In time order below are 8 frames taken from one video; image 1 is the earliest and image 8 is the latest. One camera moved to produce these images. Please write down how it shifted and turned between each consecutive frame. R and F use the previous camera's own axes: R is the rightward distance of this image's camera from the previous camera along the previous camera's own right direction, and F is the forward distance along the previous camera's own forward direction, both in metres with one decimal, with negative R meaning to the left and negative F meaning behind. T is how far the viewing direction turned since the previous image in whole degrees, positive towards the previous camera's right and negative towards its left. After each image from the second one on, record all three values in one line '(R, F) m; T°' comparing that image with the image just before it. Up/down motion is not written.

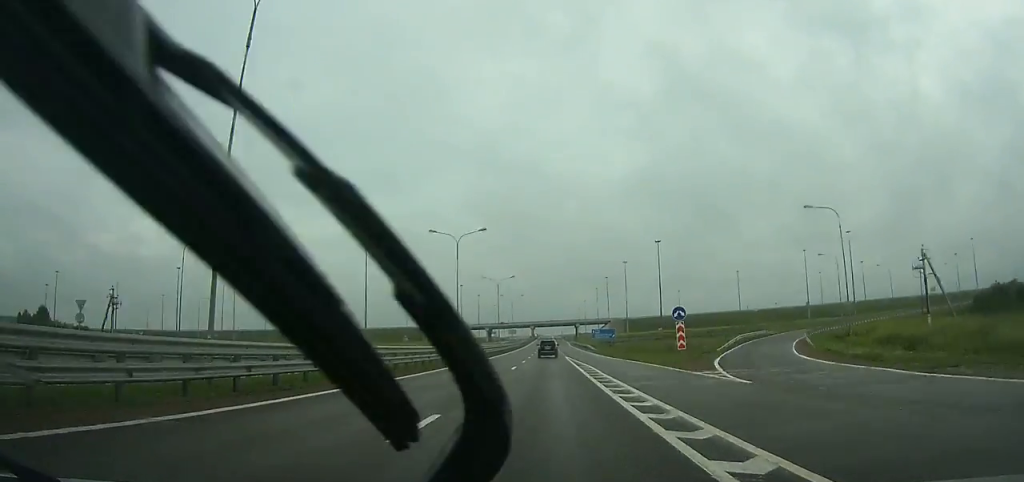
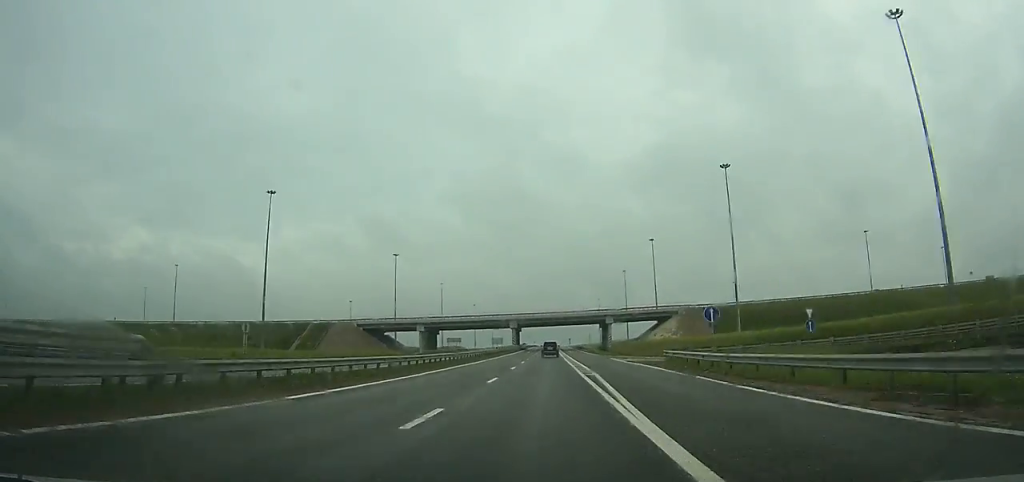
(-0.7, +141.7) m; 0°
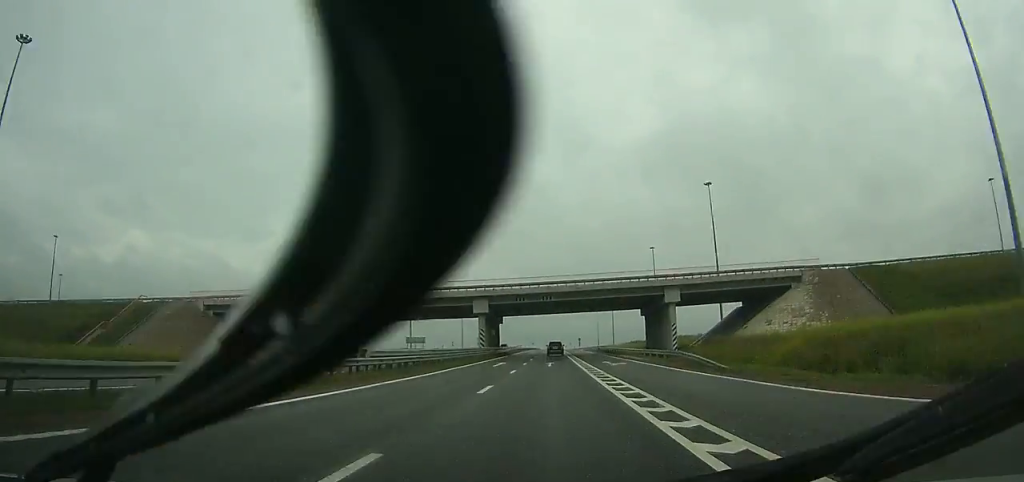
(0.0, +65.5) m; 0°
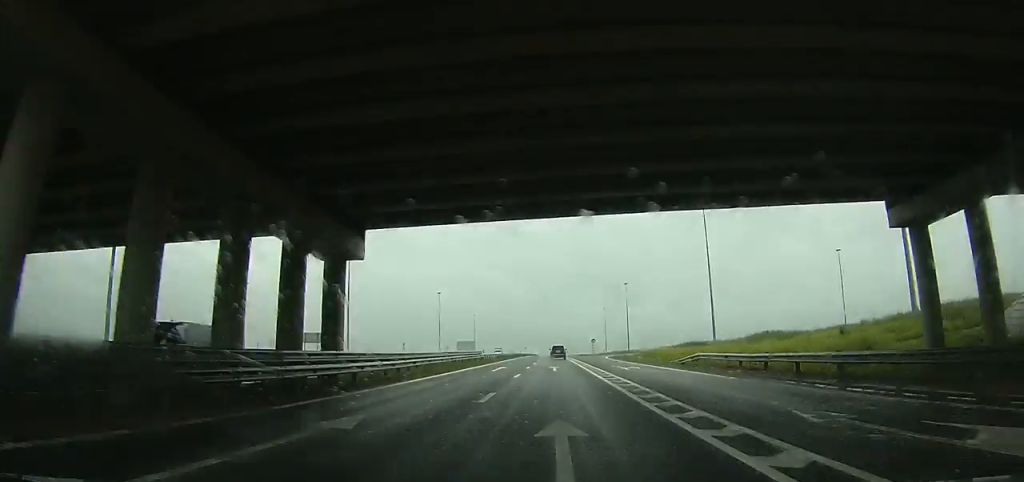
(-0.1, +61.9) m; 0°
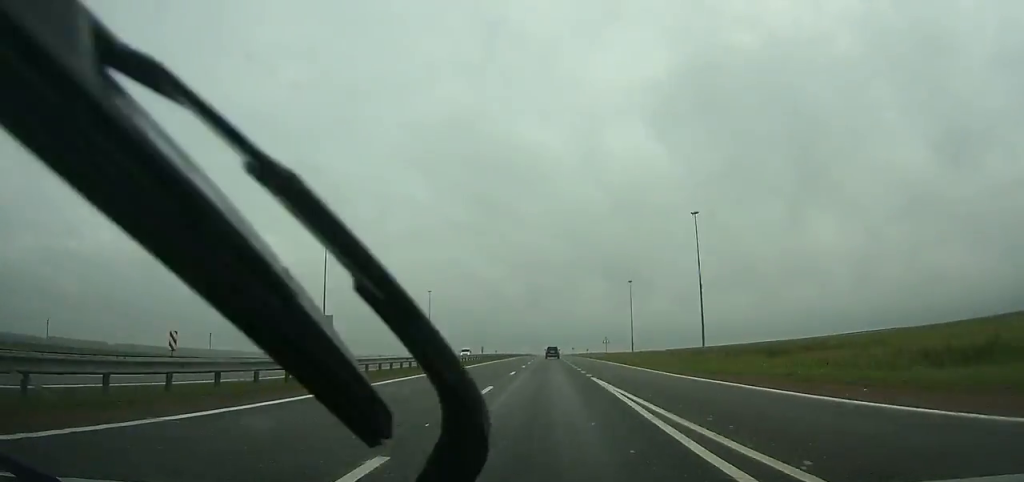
(+0.4, +129.3) m; 0°
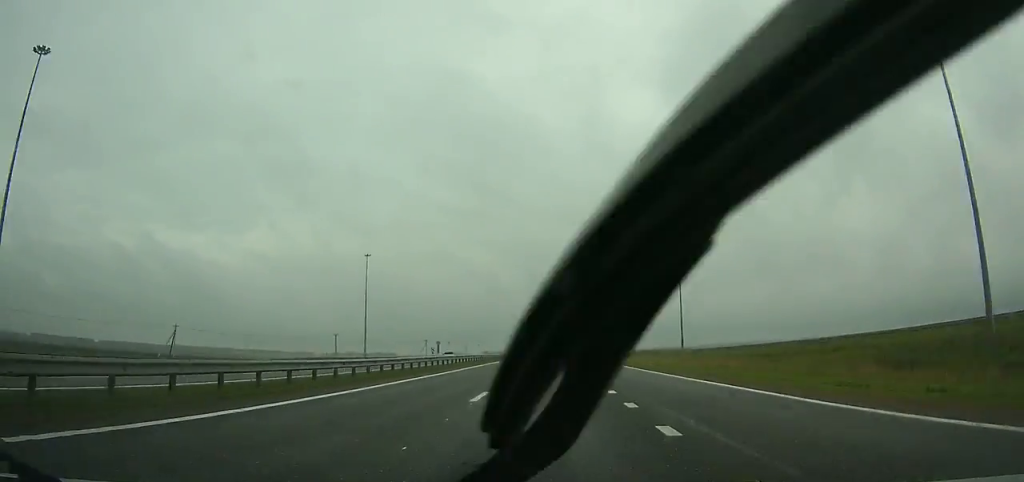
(-0.1, +86.7) m; 0°
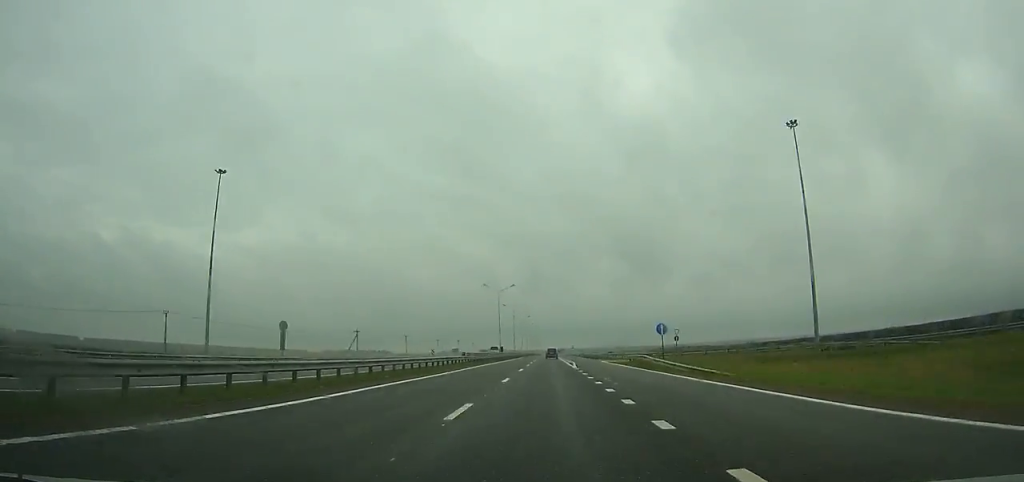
(-0.1, +73.7) m; 0°
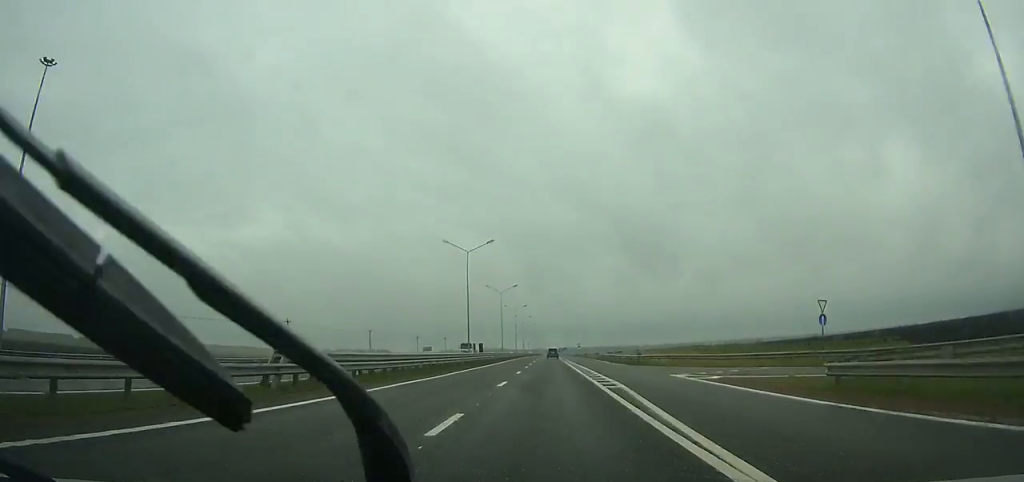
(0.0, +38.5) m; 0°
